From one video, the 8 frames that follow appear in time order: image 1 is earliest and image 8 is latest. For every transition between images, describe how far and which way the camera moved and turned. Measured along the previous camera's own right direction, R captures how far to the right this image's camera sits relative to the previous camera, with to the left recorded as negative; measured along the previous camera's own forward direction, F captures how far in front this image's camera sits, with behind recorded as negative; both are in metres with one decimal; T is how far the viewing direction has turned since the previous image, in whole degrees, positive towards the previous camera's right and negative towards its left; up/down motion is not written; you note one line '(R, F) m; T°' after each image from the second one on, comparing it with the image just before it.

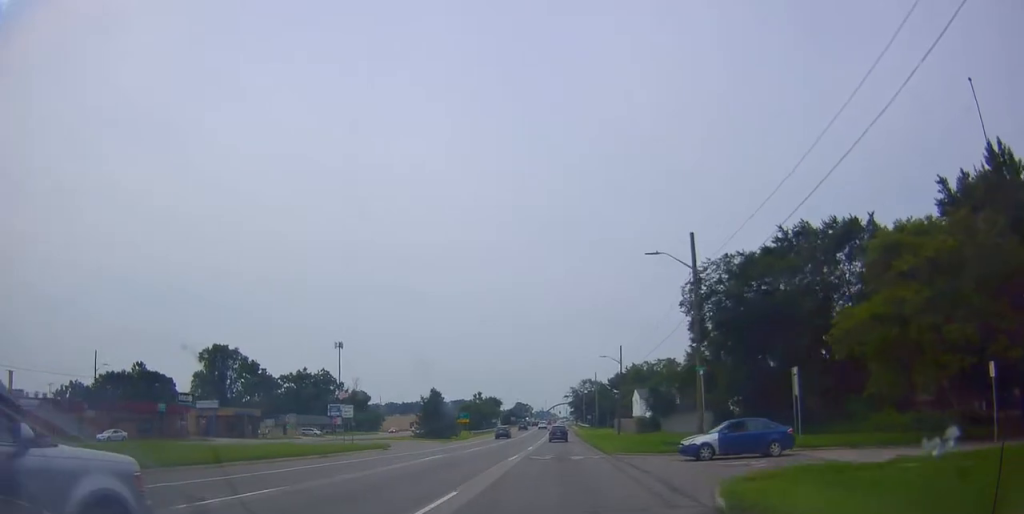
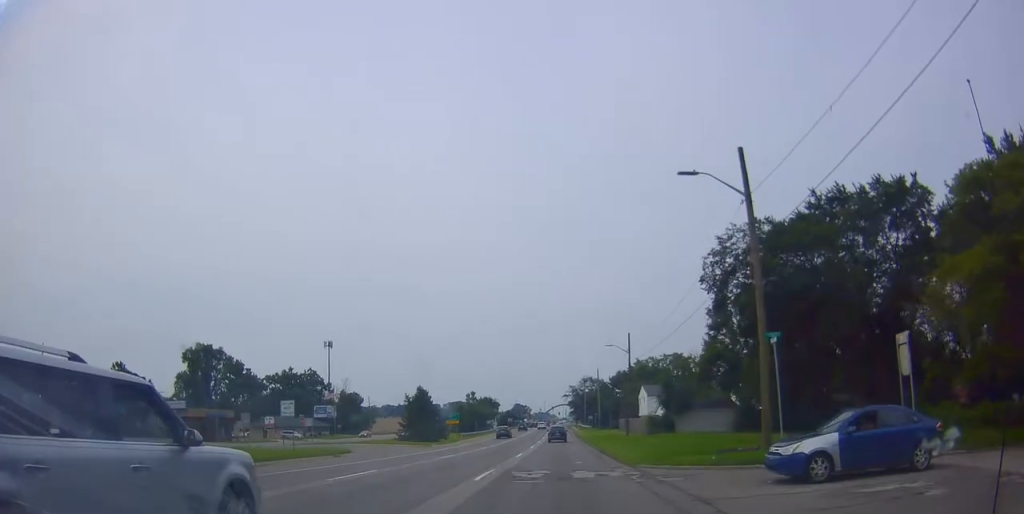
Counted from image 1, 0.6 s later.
(-0.4, +9.0) m; 0°
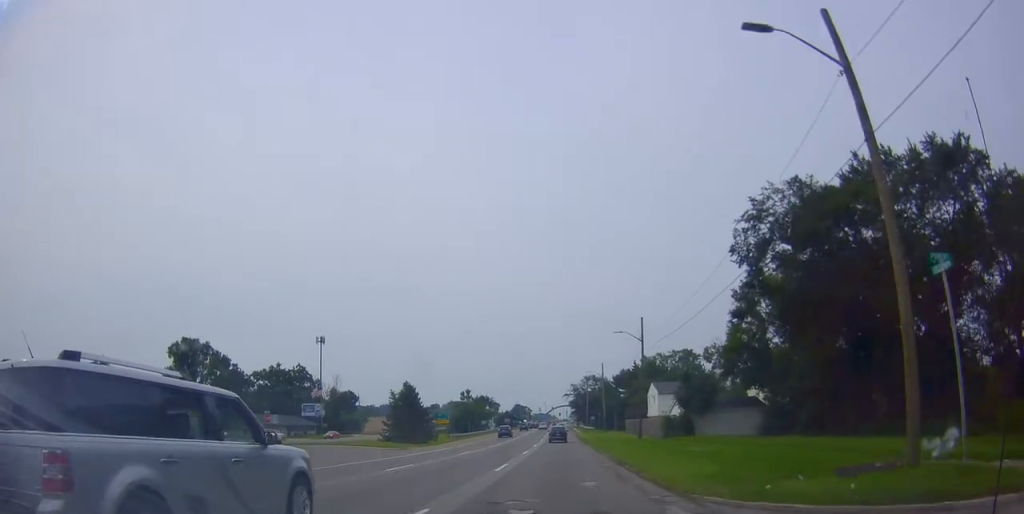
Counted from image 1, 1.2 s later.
(+0.3, +8.4) m; +1°
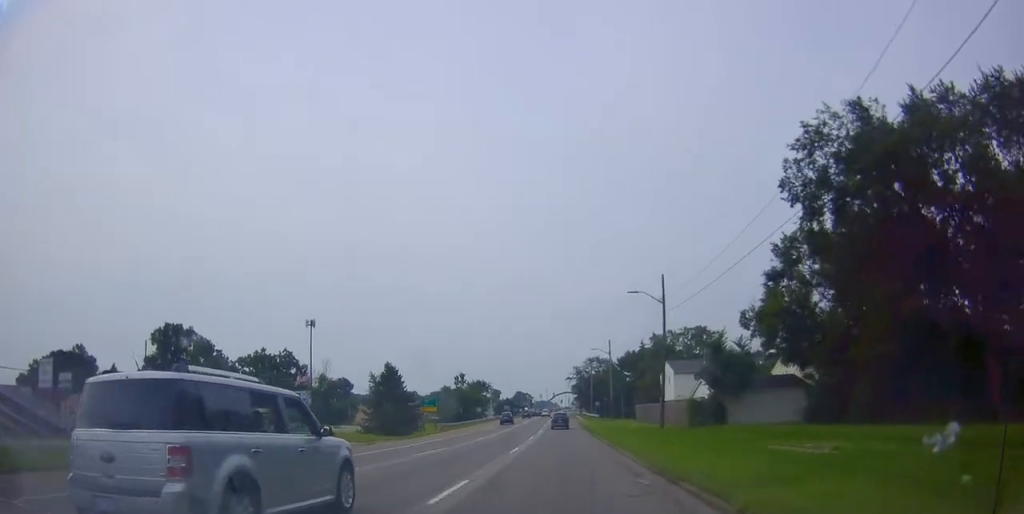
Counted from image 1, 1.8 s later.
(+0.3, +9.6) m; +1°
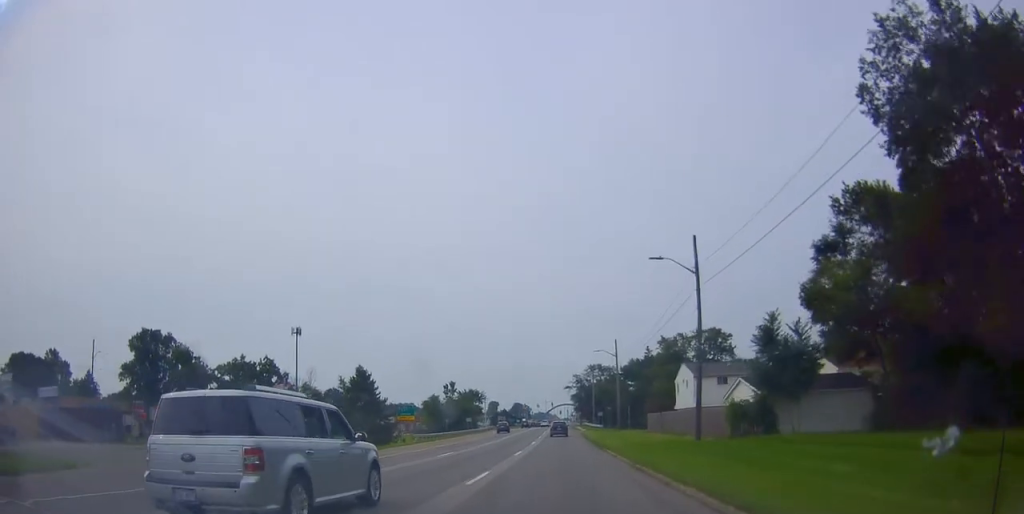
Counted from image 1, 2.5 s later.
(-0.3, +10.5) m; 0°
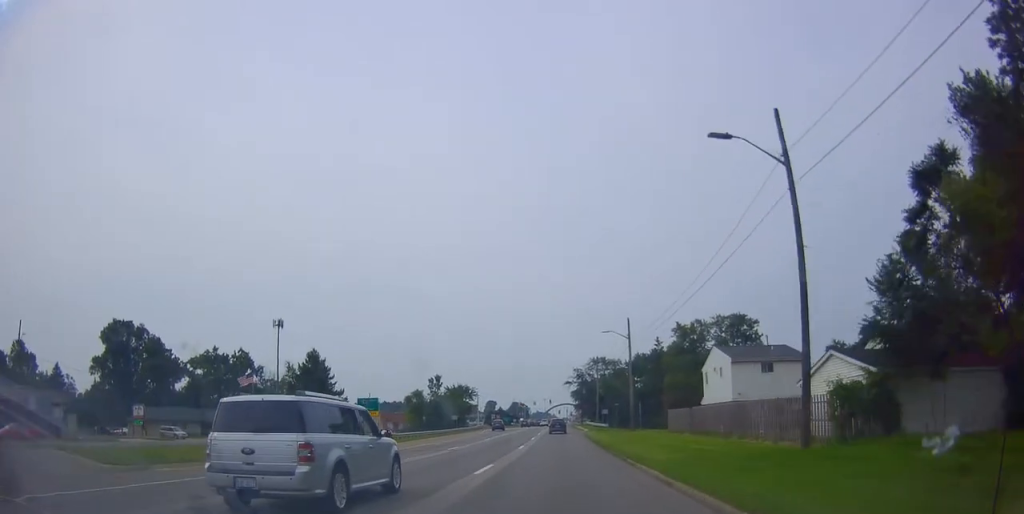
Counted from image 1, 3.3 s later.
(+0.2, +12.9) m; -1°
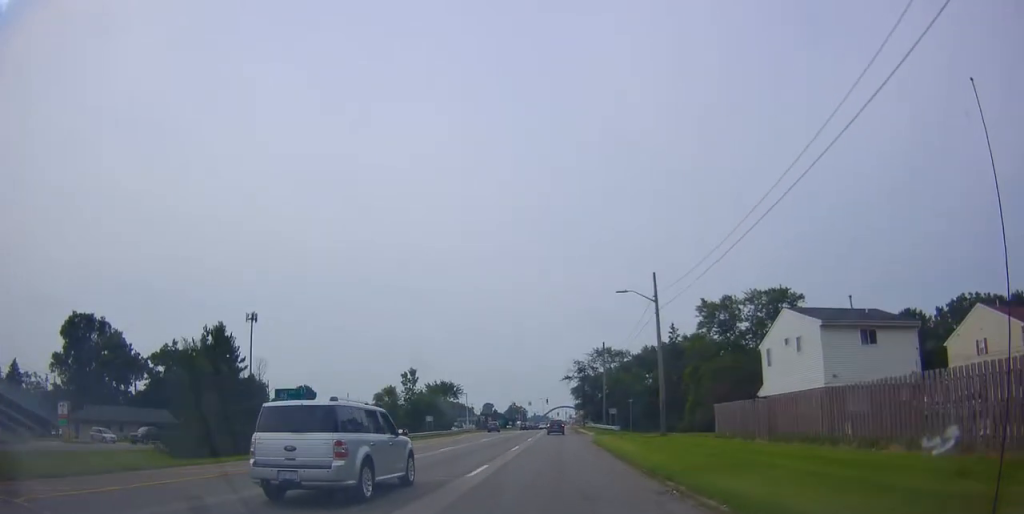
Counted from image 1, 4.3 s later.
(-0.3, +15.9) m; -1°
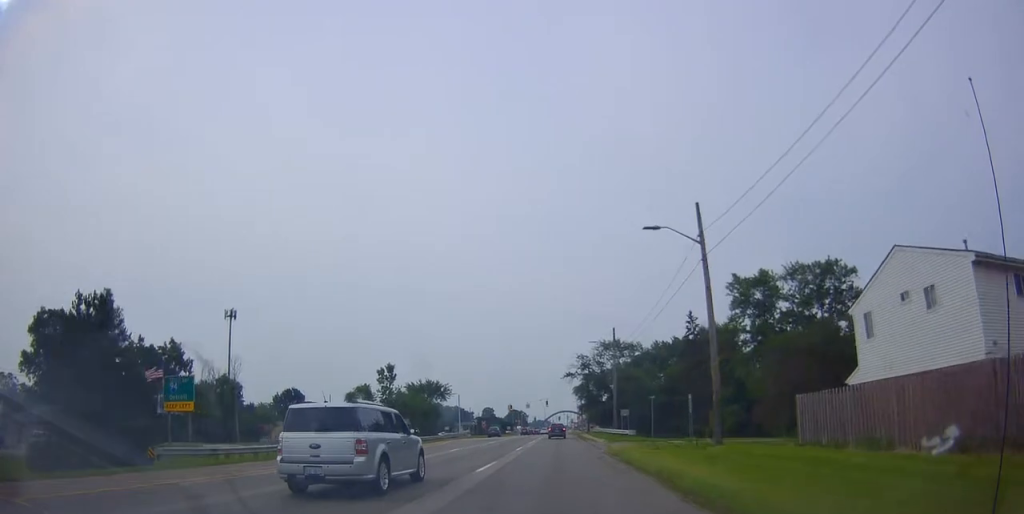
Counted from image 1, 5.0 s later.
(-0.2, +12.3) m; 0°
